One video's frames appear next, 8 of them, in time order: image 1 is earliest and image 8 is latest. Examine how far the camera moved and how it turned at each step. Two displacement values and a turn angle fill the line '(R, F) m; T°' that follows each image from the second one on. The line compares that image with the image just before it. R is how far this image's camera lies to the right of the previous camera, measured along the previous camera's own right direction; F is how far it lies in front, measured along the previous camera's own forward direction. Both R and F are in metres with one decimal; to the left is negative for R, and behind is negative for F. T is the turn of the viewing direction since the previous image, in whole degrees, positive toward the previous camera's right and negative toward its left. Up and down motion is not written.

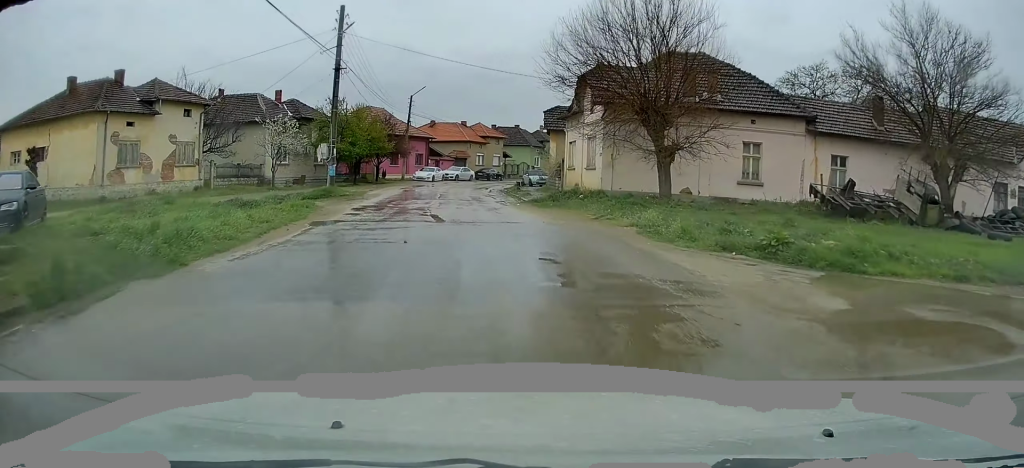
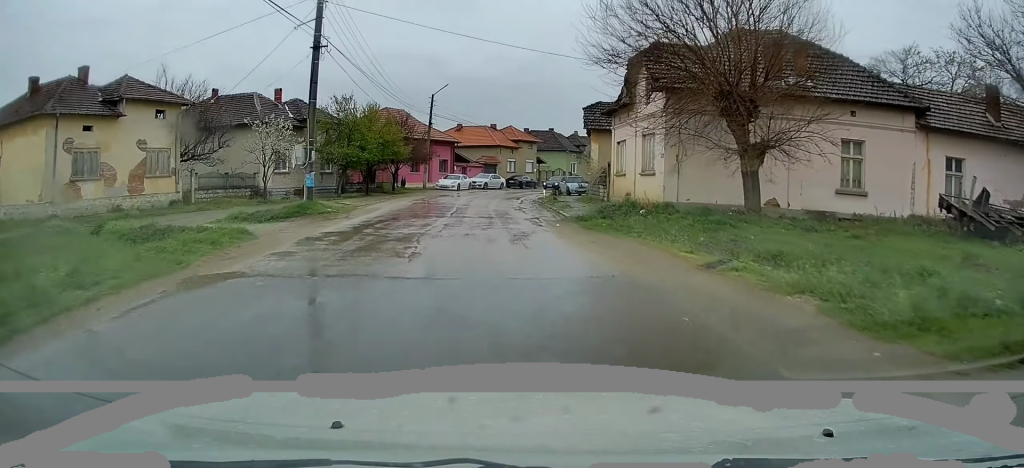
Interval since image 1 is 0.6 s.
(-0.3, +6.8) m; -2°
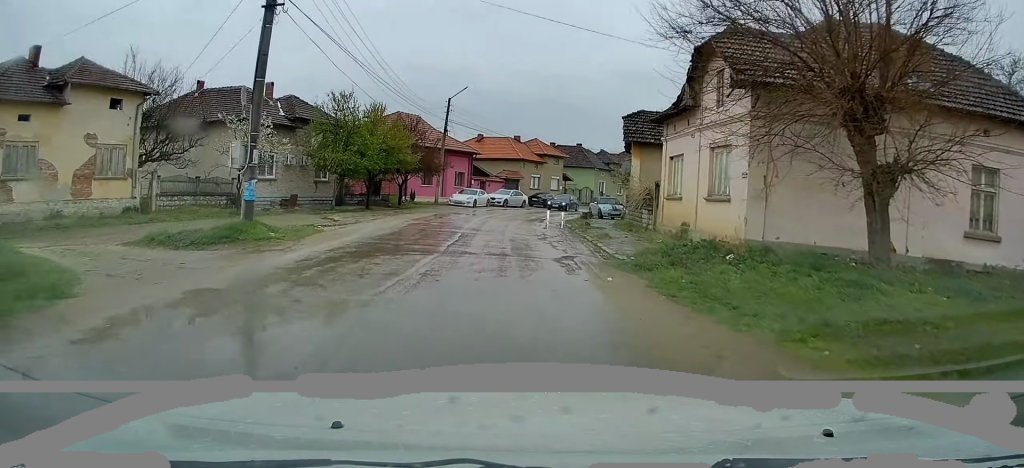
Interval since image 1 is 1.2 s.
(0.0, +6.4) m; -1°
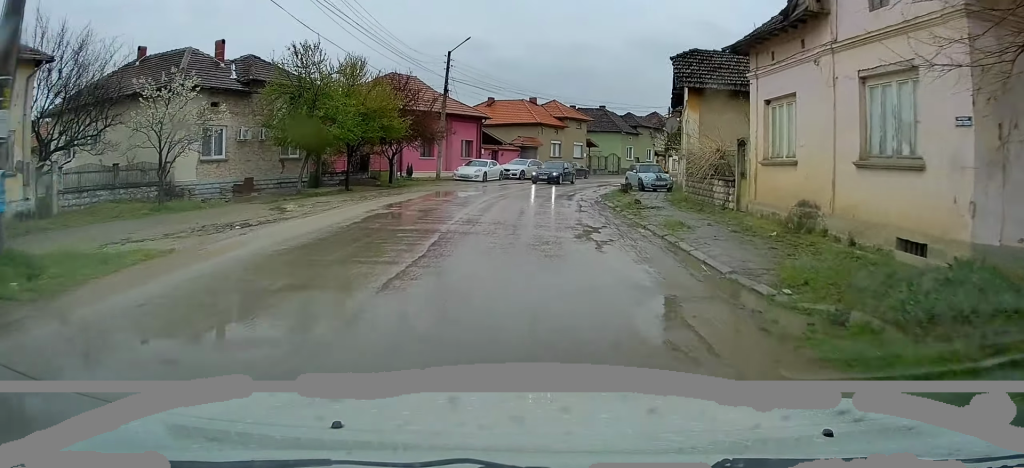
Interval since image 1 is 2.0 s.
(-0.1, +8.5) m; -1°
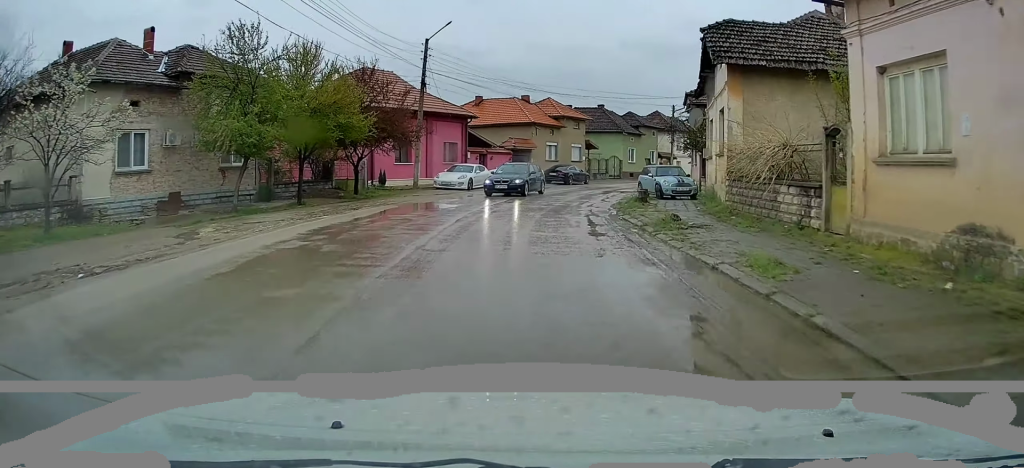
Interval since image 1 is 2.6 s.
(-0.1, +6.0) m; 0°
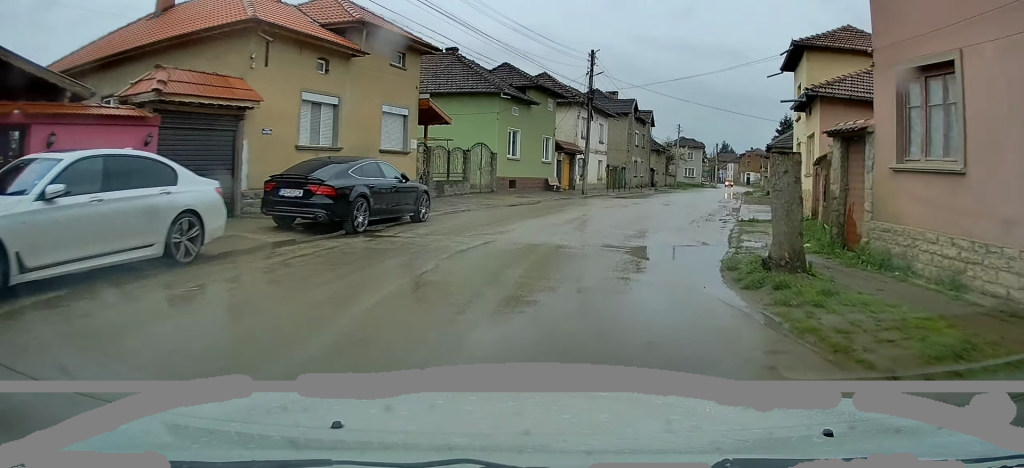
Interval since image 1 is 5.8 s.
(+3.1, +33.9) m; +16°
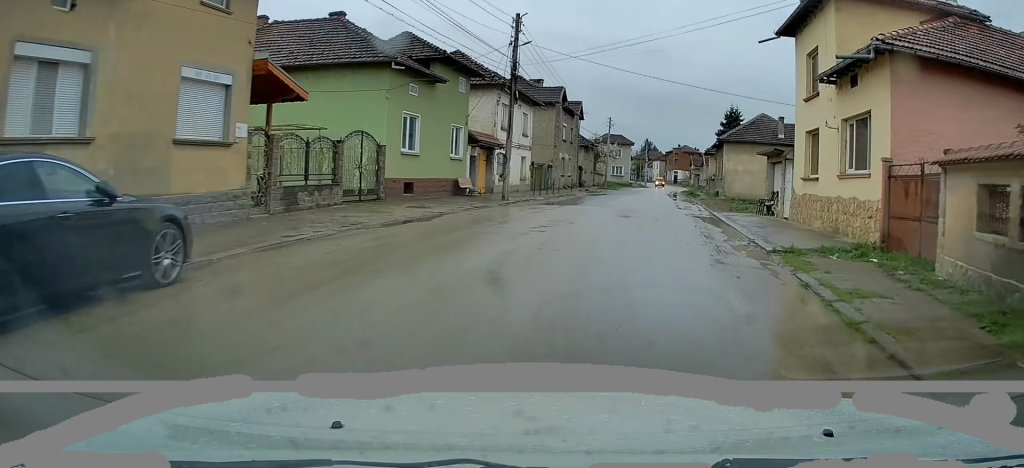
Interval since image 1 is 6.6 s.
(+0.4, +8.3) m; +7°
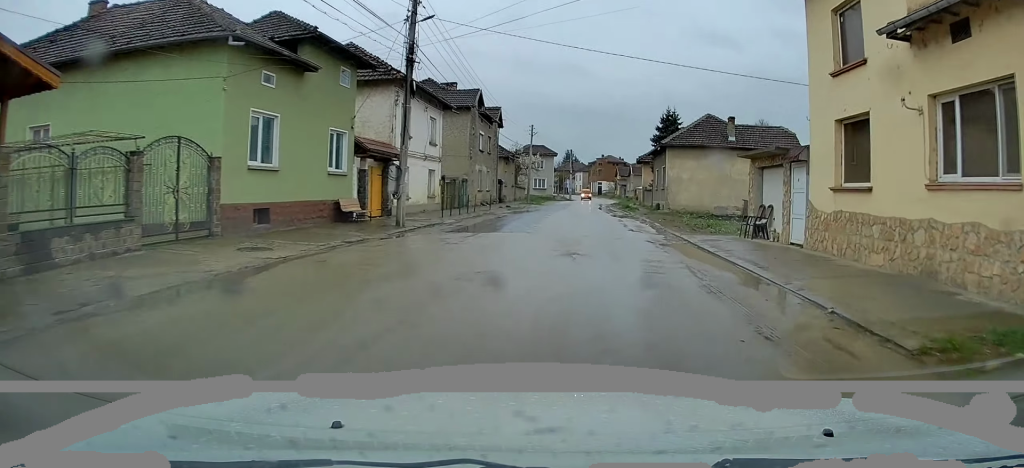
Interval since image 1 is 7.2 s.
(+0.5, +7.0) m; +4°
